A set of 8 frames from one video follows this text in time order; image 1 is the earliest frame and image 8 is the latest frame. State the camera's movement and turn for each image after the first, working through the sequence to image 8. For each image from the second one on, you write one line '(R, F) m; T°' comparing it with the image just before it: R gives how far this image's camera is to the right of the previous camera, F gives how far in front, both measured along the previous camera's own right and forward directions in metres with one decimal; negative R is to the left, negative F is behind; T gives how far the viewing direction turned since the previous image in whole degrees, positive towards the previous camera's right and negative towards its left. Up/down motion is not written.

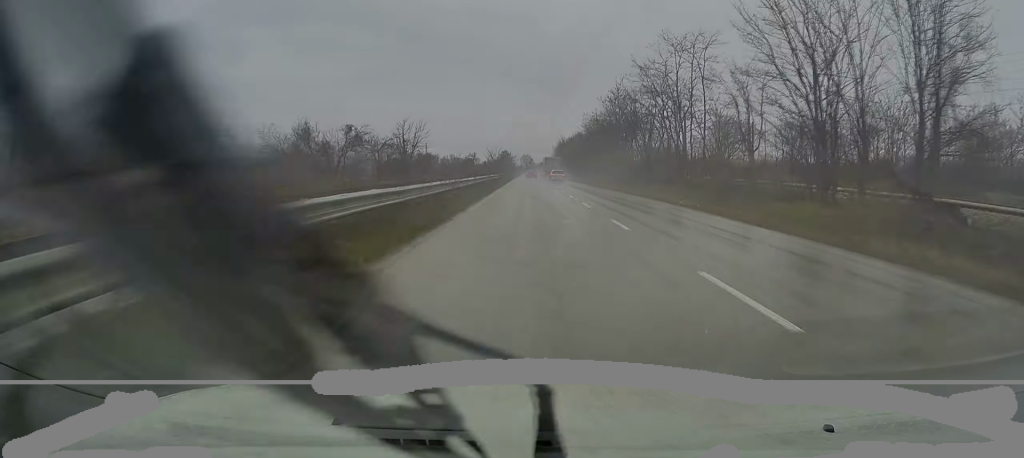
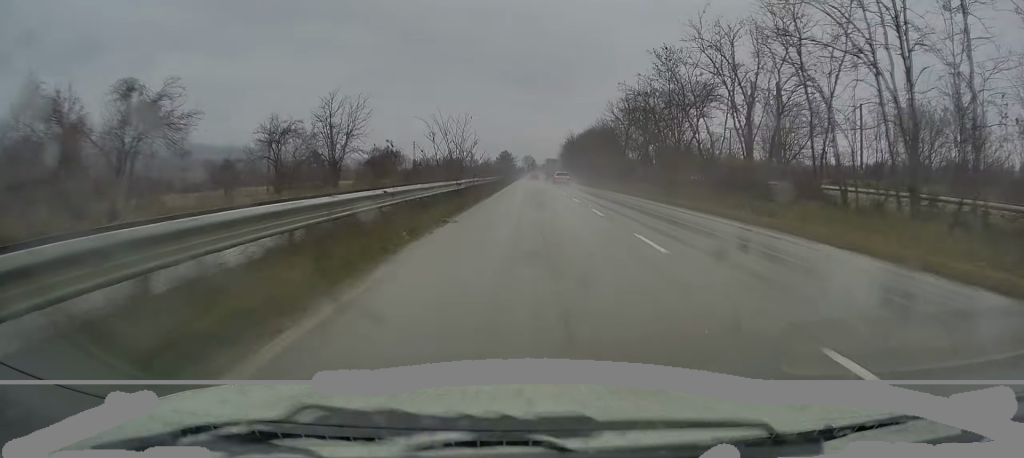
(+0.1, +30.6) m; 0°
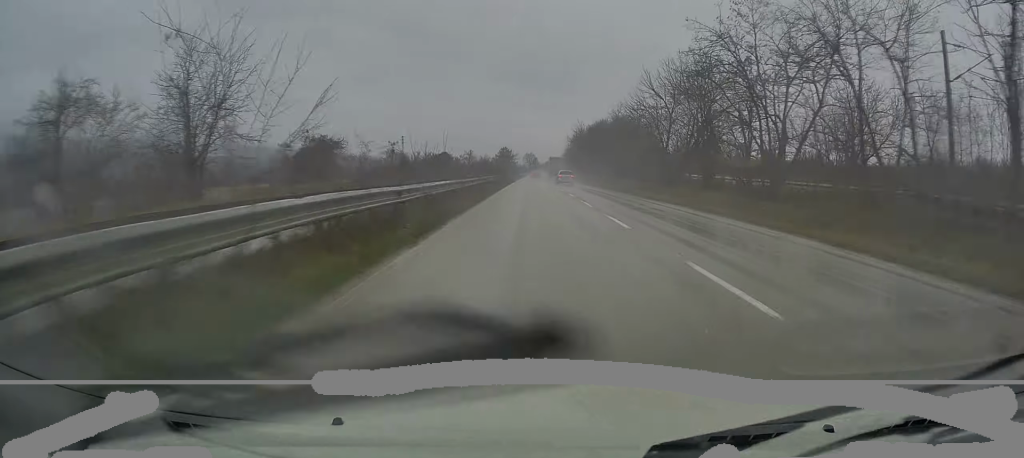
(-0.3, +22.4) m; 0°
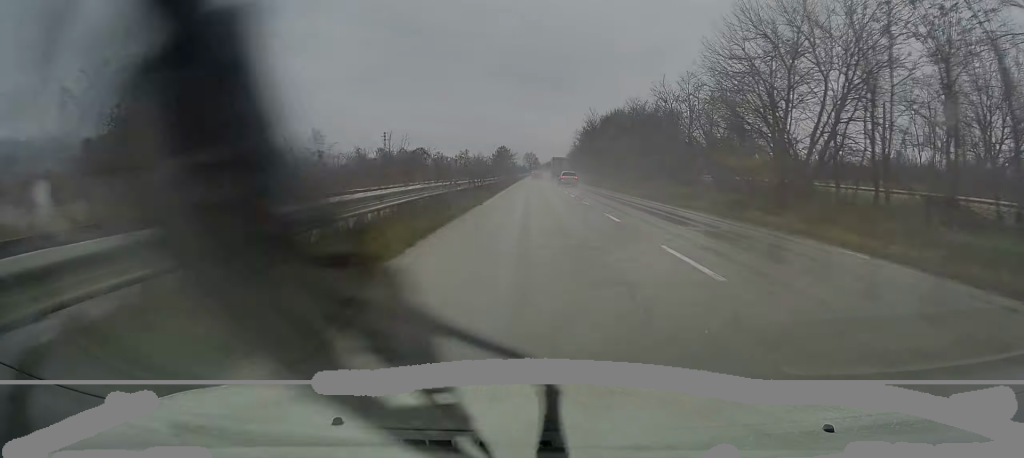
(+0.3, +24.5) m; +1°
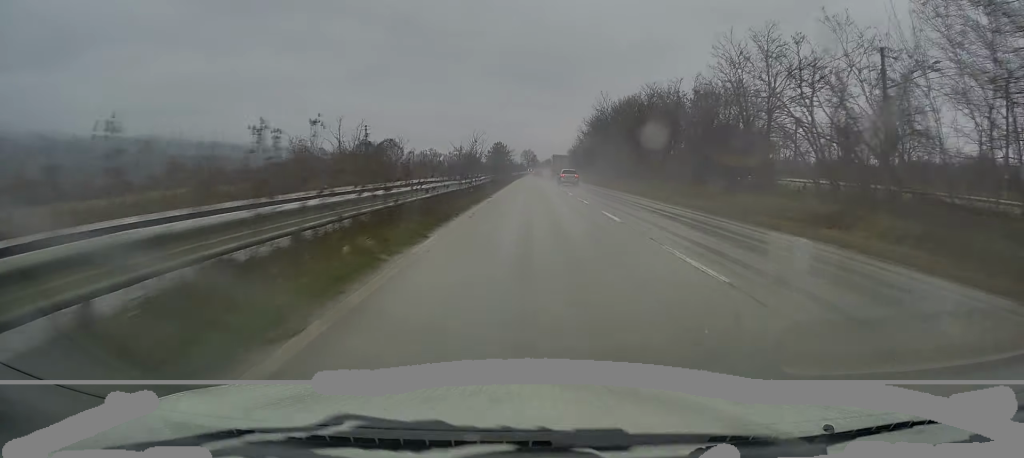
(0.0, +18.1) m; 0°
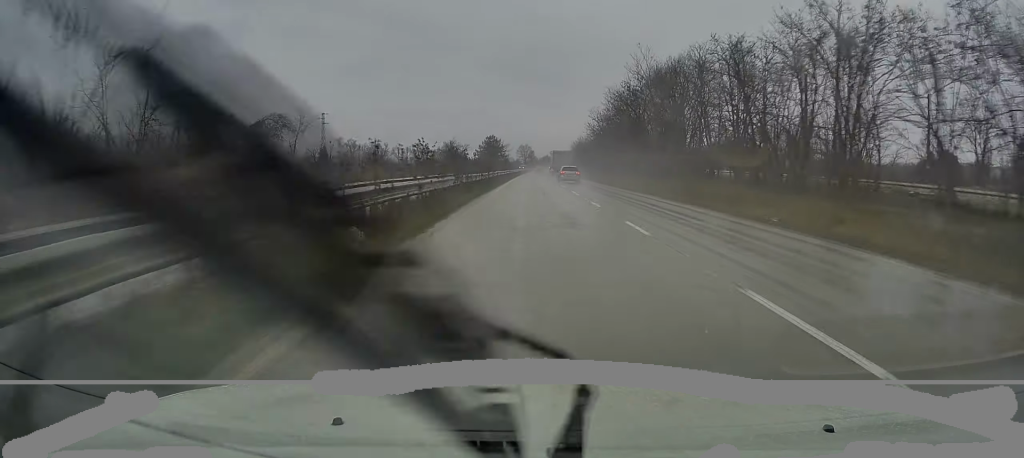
(0.0, +30.5) m; 0°
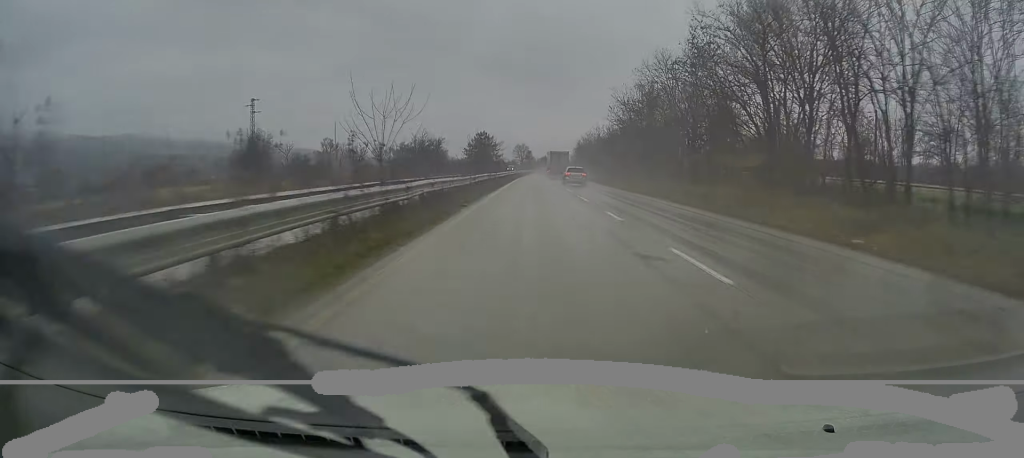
(-0.3, +32.3) m; 0°
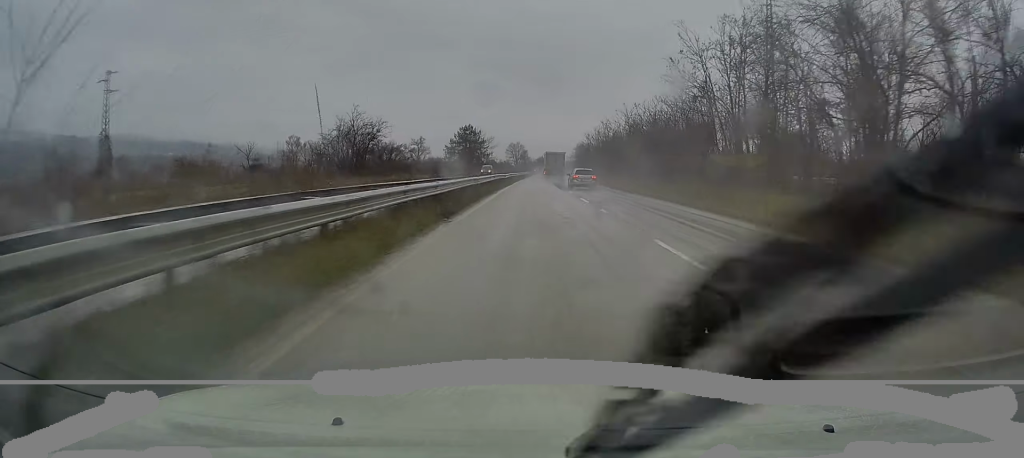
(+0.3, +35.5) m; +1°
